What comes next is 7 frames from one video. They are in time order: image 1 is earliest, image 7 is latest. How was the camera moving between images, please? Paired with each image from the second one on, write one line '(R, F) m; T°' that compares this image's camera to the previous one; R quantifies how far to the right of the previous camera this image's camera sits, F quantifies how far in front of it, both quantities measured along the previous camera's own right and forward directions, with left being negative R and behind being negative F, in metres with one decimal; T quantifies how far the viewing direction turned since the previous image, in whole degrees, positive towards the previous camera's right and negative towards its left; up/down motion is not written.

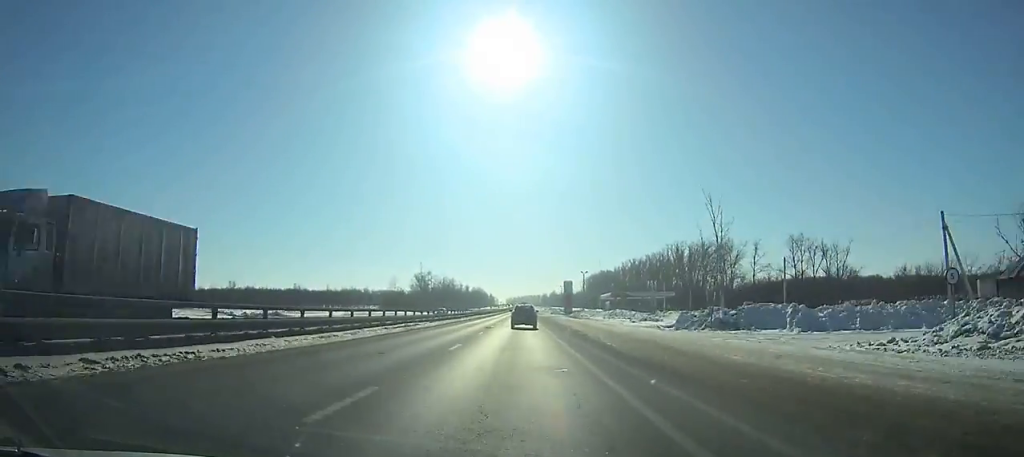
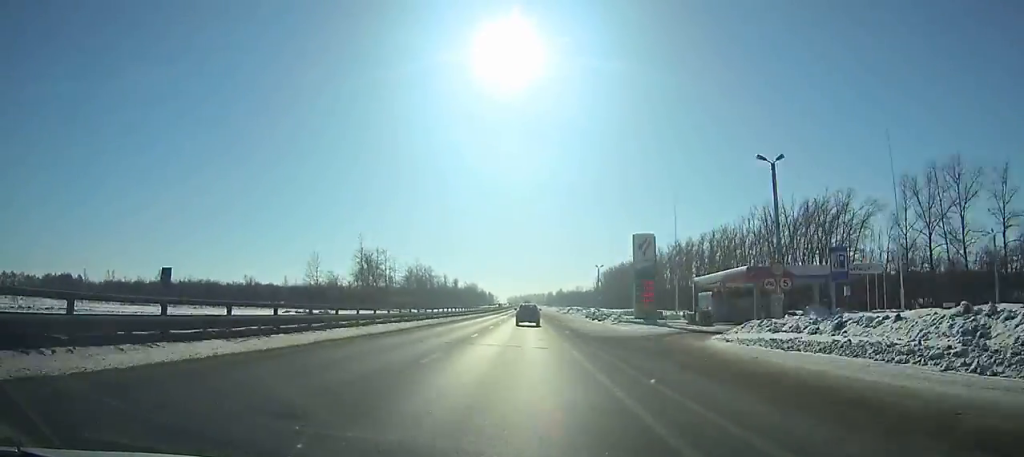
(0.0, +89.8) m; 0°
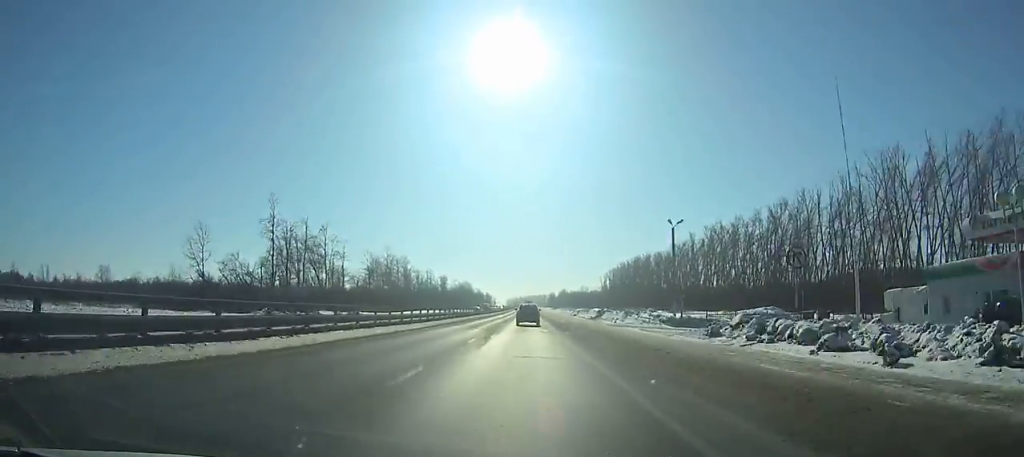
(0.0, +51.8) m; 0°
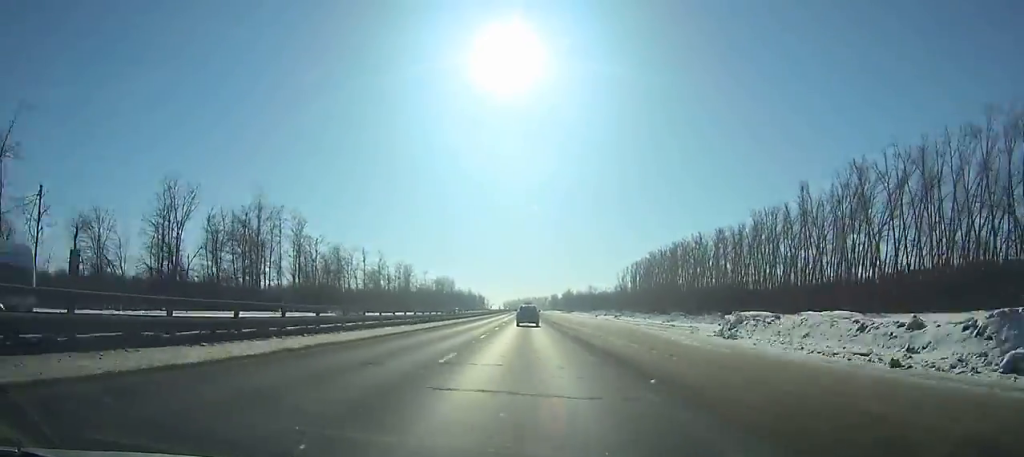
(+0.3, +92.3) m; 0°
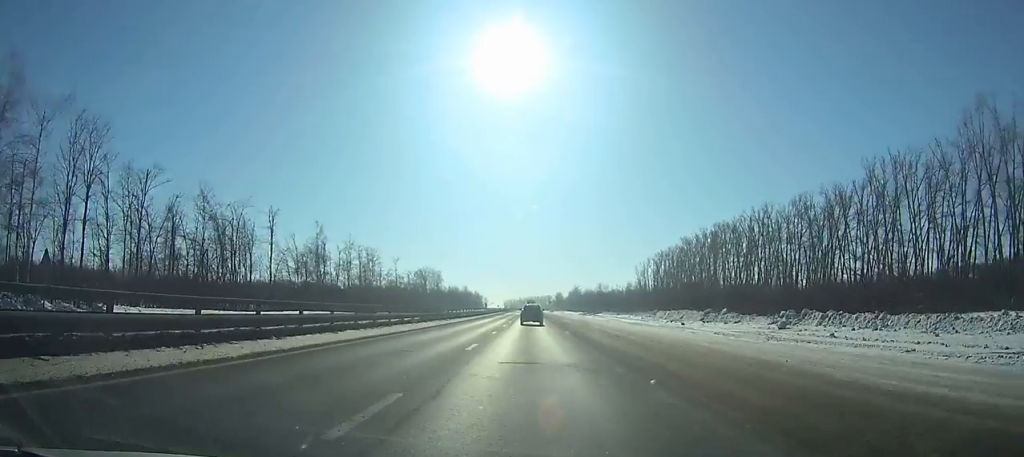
(+0.1, +55.8) m; 0°
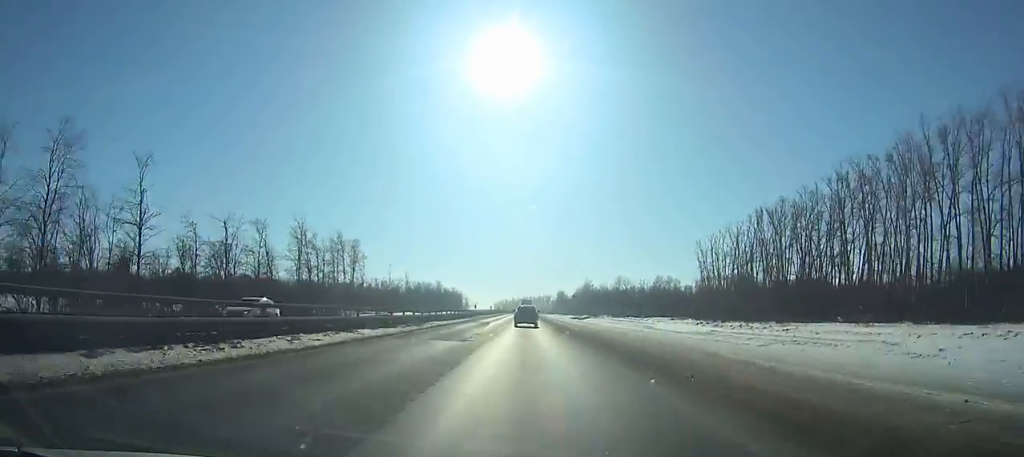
(0.0, +123.2) m; 0°
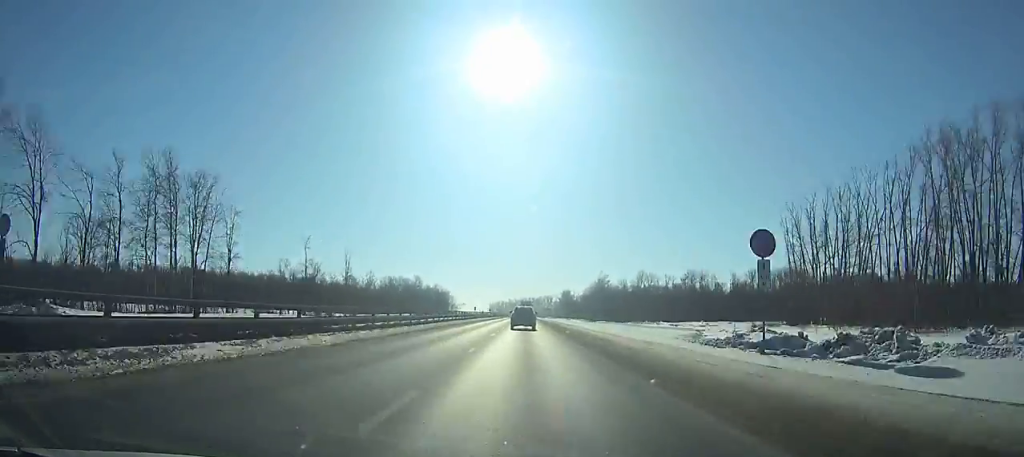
(+0.2, +69.2) m; 0°
